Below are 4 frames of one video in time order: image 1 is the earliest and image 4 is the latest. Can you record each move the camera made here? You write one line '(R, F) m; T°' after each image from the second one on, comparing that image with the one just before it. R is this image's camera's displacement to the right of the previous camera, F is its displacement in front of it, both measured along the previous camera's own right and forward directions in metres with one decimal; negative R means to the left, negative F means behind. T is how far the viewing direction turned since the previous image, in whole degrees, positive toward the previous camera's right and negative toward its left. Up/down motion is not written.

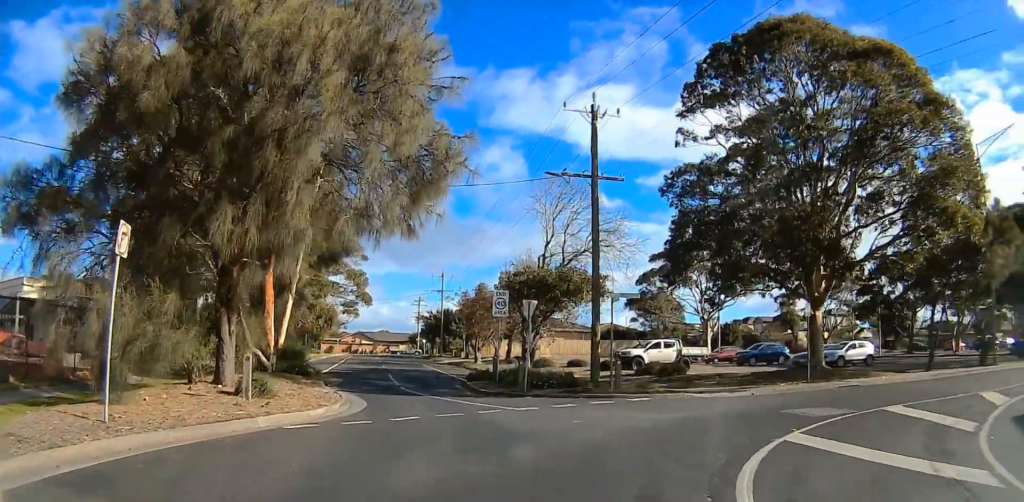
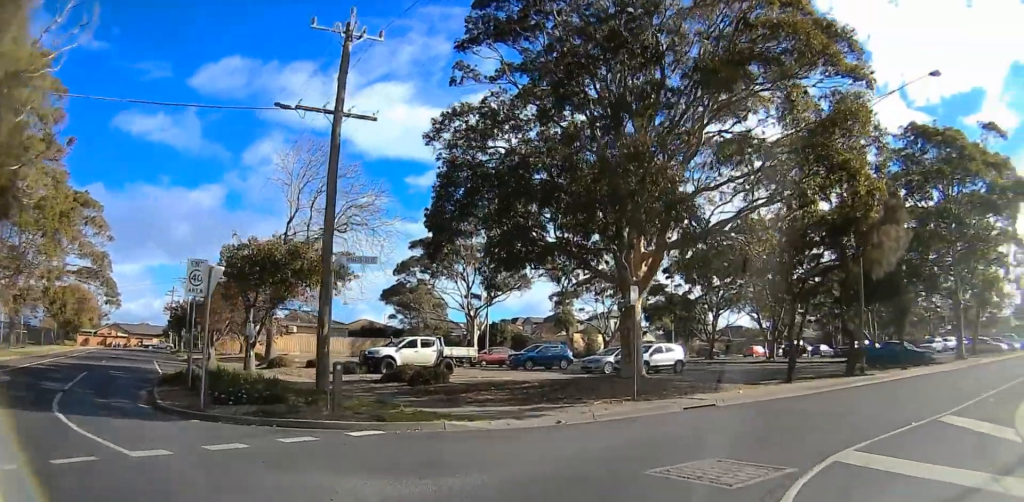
(+0.8, +7.5) m; +6°
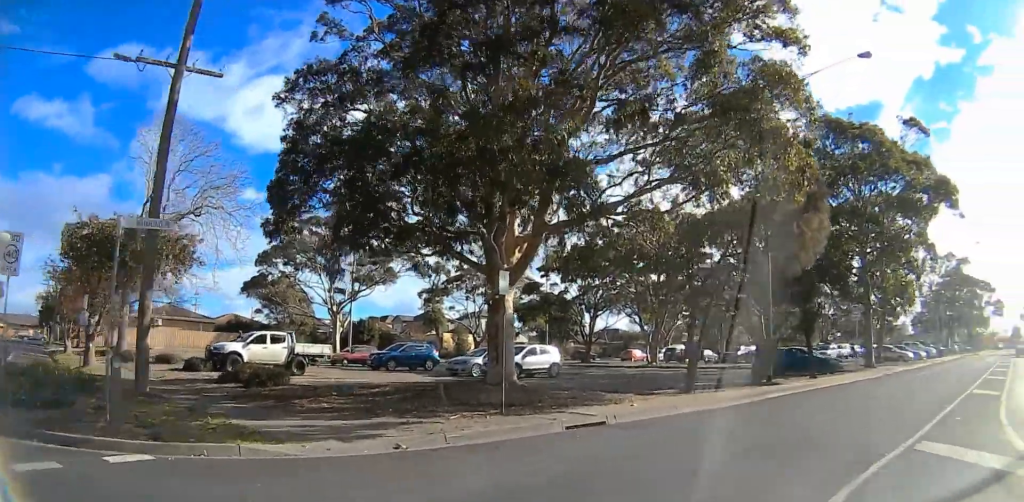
(0.0, +3.0) m; 0°
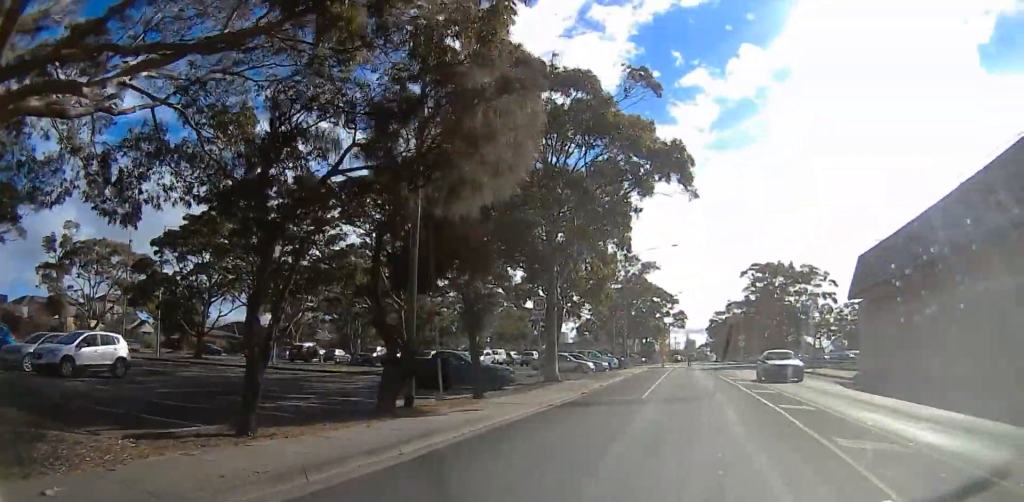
(0.0, +9.4) m; +32°
